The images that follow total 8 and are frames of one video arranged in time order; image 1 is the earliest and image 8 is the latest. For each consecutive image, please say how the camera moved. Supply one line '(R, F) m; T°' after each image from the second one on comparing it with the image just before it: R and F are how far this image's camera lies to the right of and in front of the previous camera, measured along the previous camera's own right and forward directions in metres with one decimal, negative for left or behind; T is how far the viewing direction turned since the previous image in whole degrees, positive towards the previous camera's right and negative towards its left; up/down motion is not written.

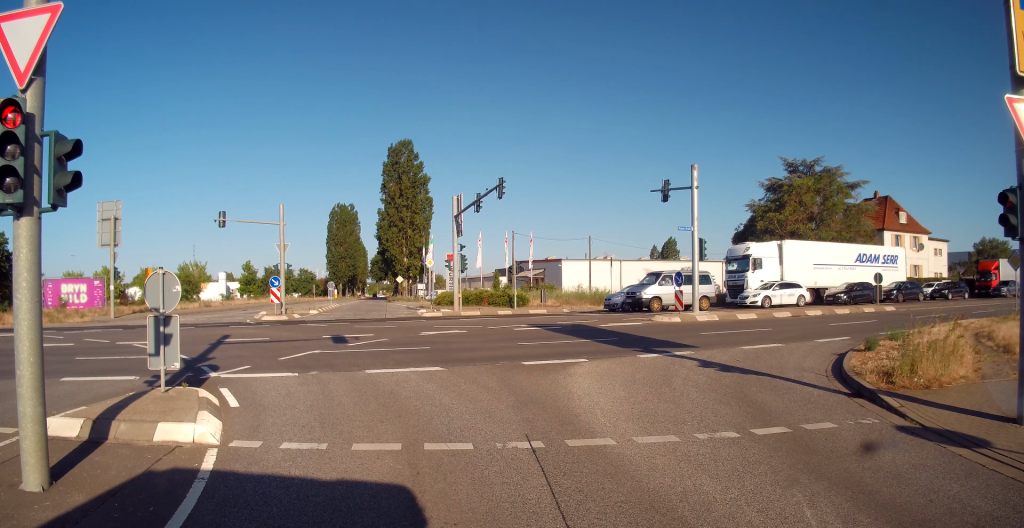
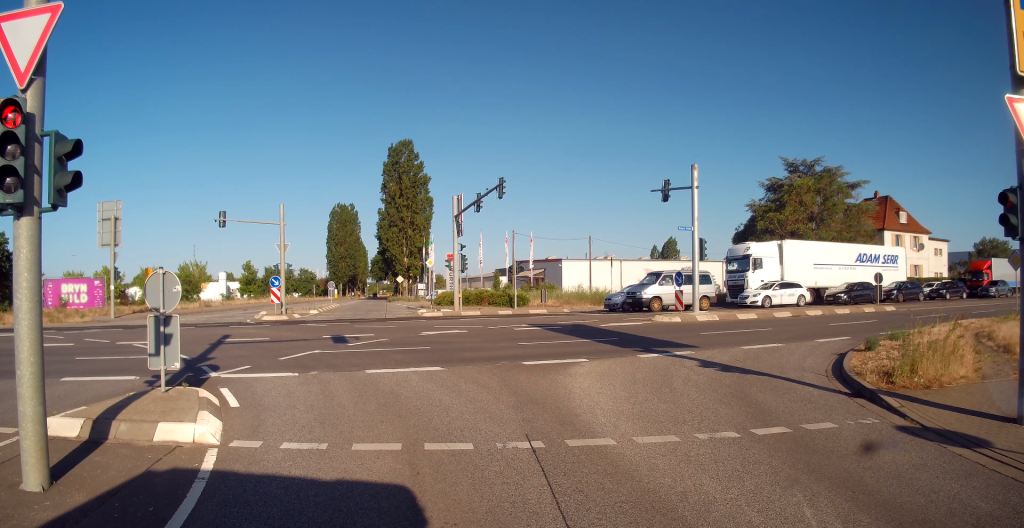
(0.0, 0.0) m; 0°
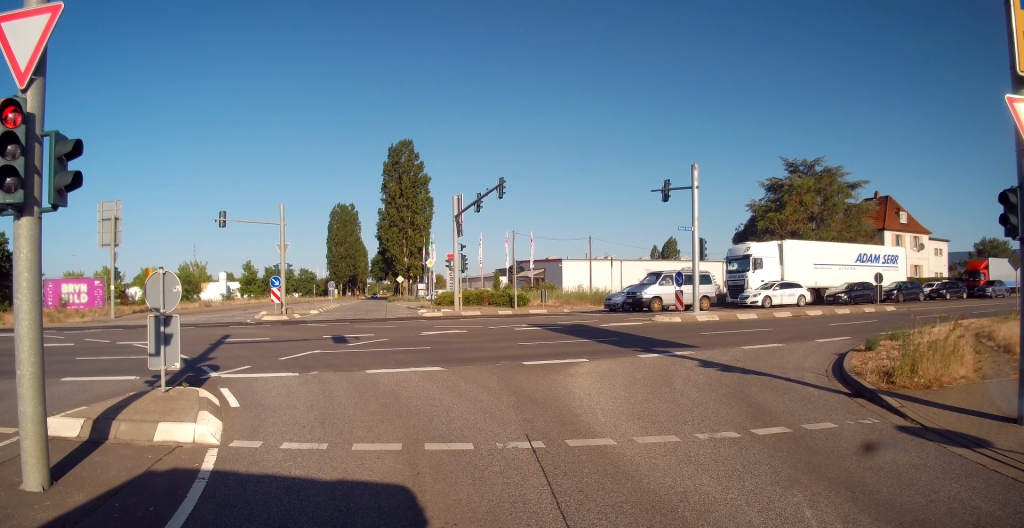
(0.0, 0.0) m; 0°
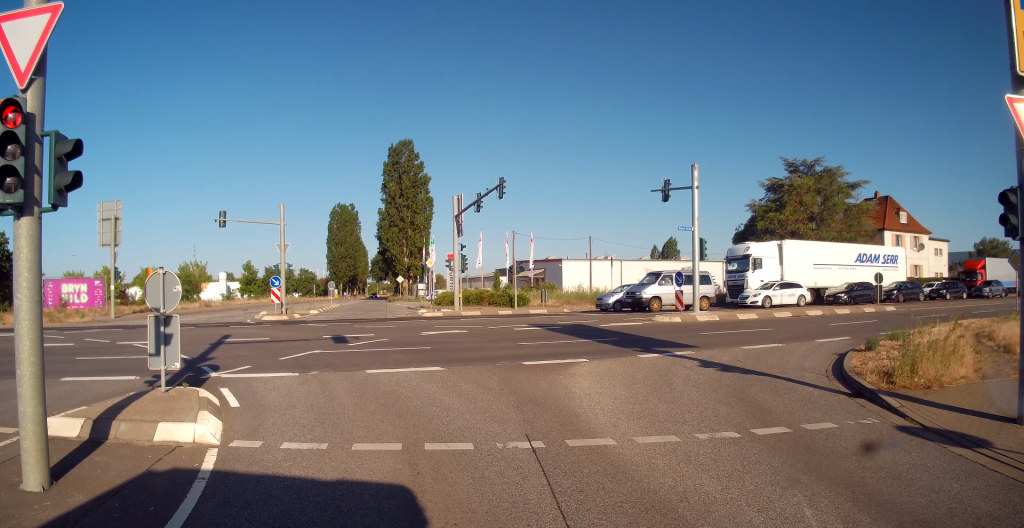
(0.0, 0.0) m; 0°
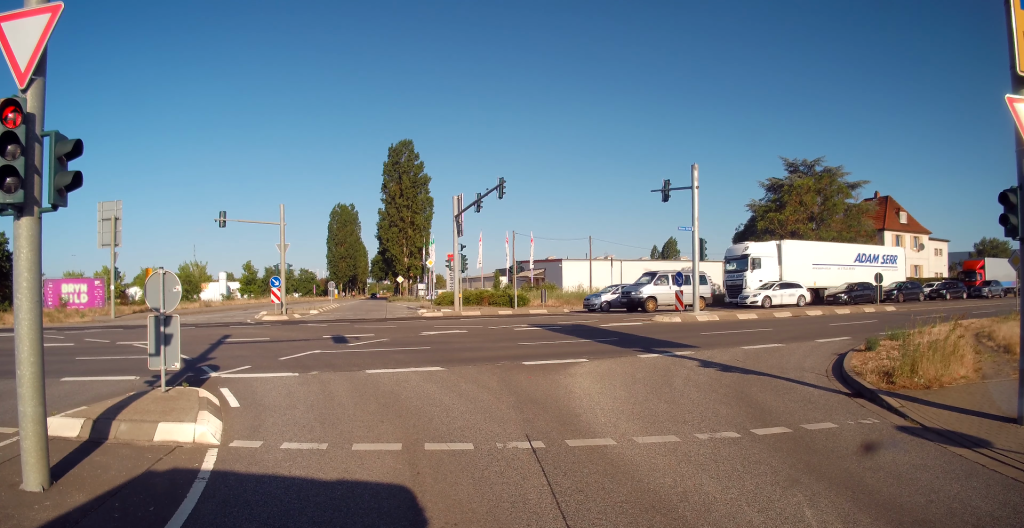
(0.0, 0.0) m; 0°
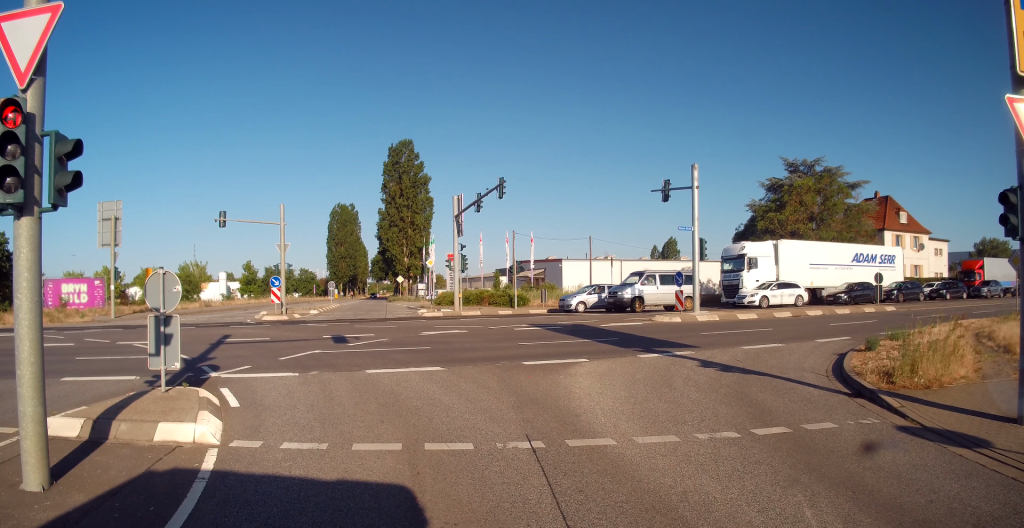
(0.0, 0.0) m; 0°
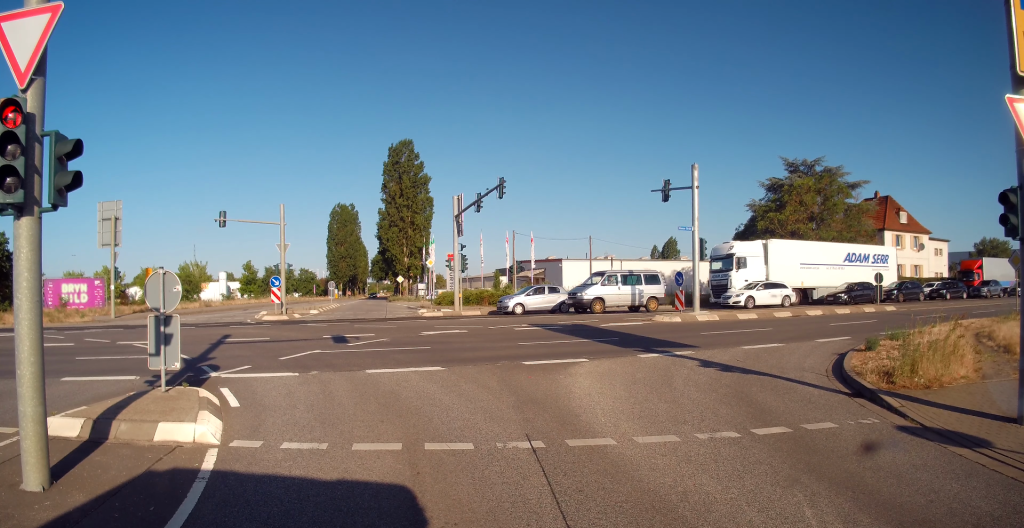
(0.0, 0.0) m; 0°
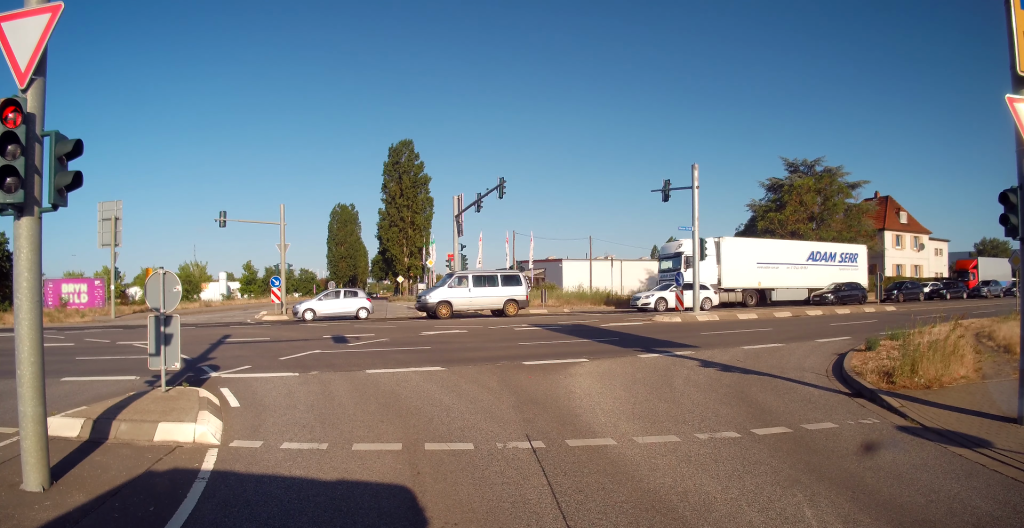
(0.0, 0.0) m; 0°
